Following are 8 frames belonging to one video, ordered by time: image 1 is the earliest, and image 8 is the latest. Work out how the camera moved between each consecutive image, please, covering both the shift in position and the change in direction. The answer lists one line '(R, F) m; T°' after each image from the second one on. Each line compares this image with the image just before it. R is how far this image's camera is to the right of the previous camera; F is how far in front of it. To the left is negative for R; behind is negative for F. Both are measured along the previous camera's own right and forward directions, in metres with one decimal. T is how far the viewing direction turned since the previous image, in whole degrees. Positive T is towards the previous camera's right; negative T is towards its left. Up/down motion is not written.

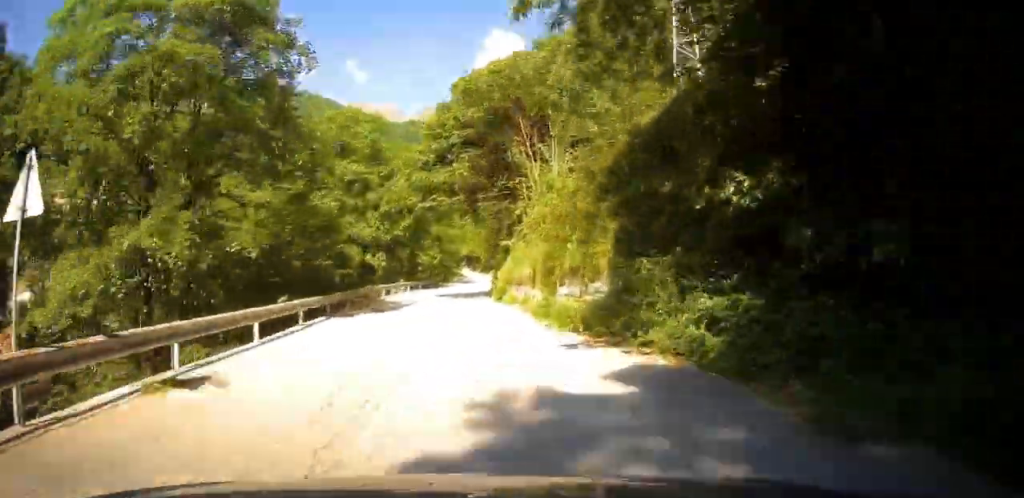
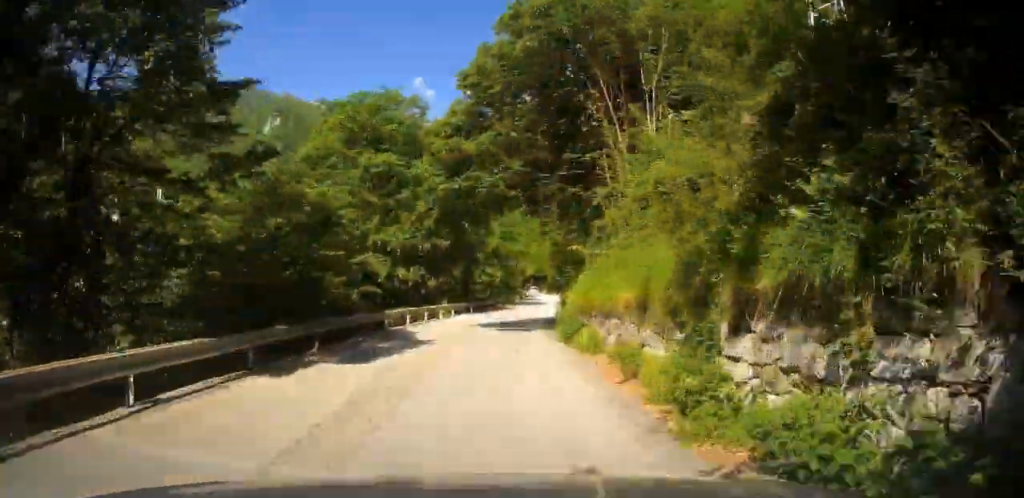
(-1.3, +10.5) m; -3°
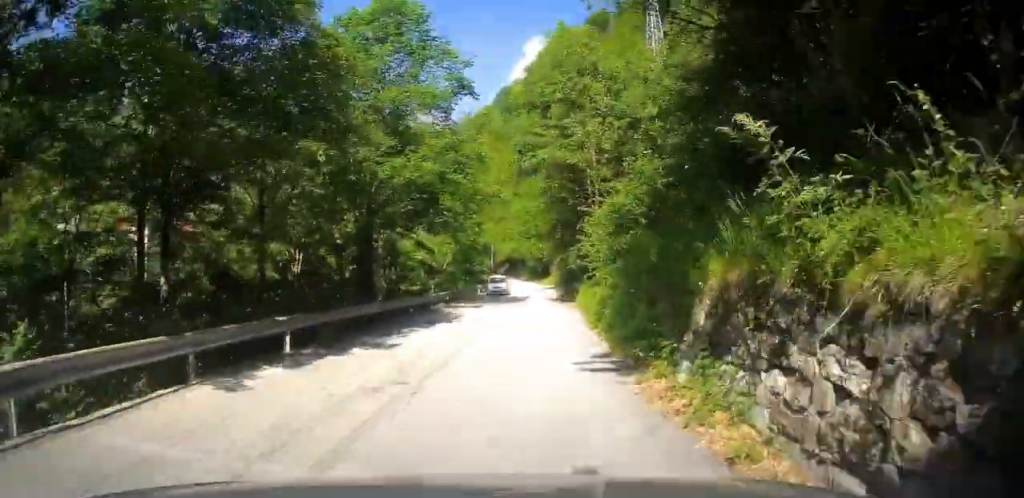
(-2.8, +35.6) m; -4°
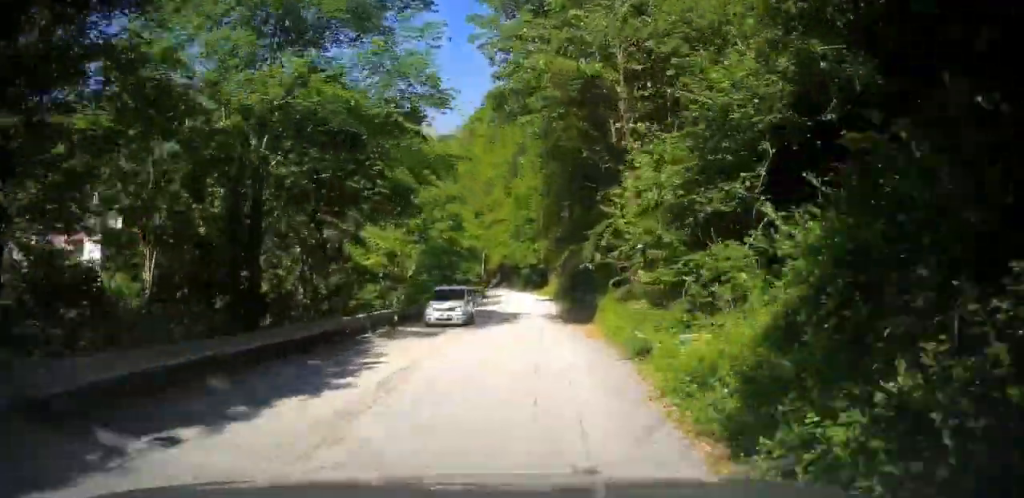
(+0.1, +13.3) m; 0°
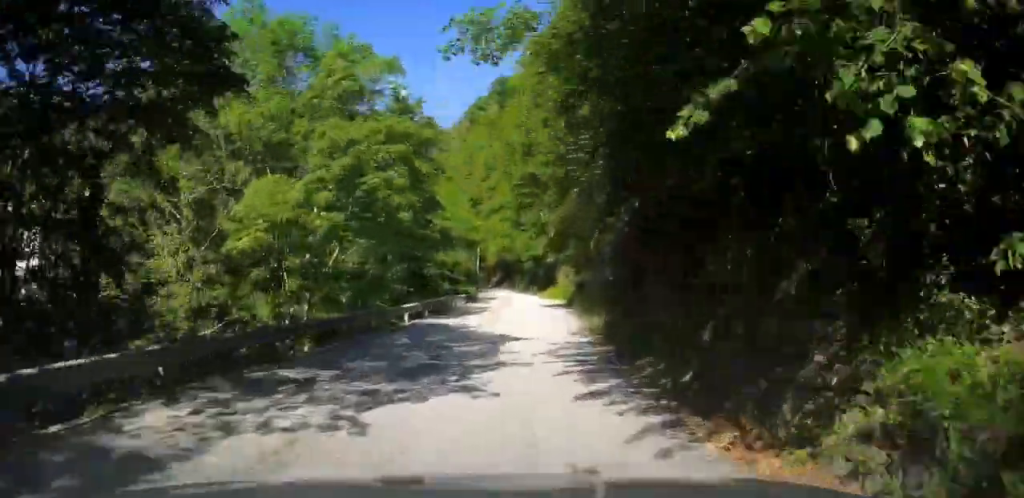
(+0.2, +17.0) m; +1°
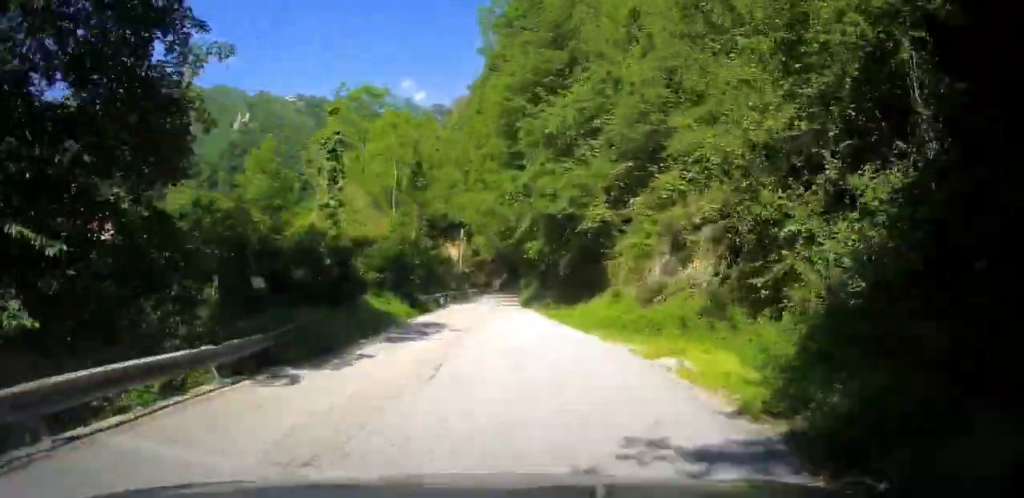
(-0.2, +33.6) m; -3°
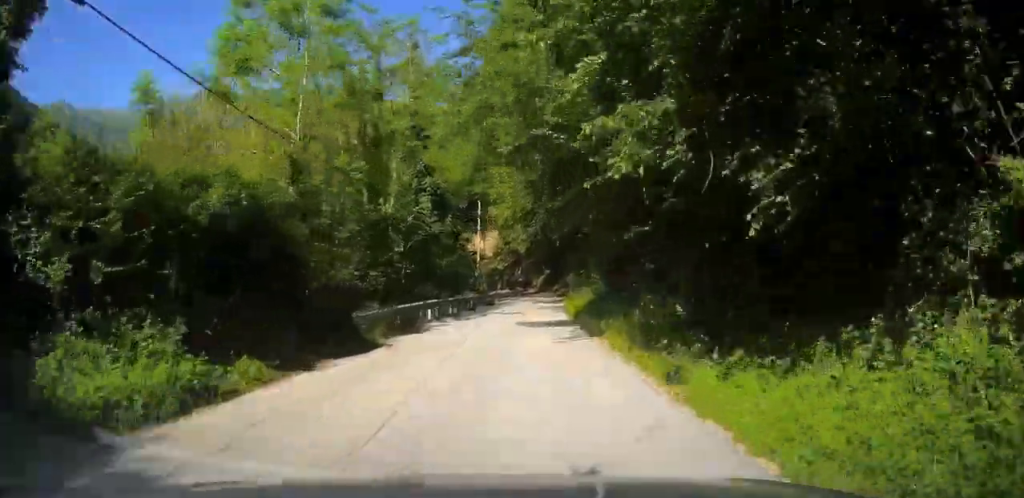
(+0.1, +15.6) m; -5°
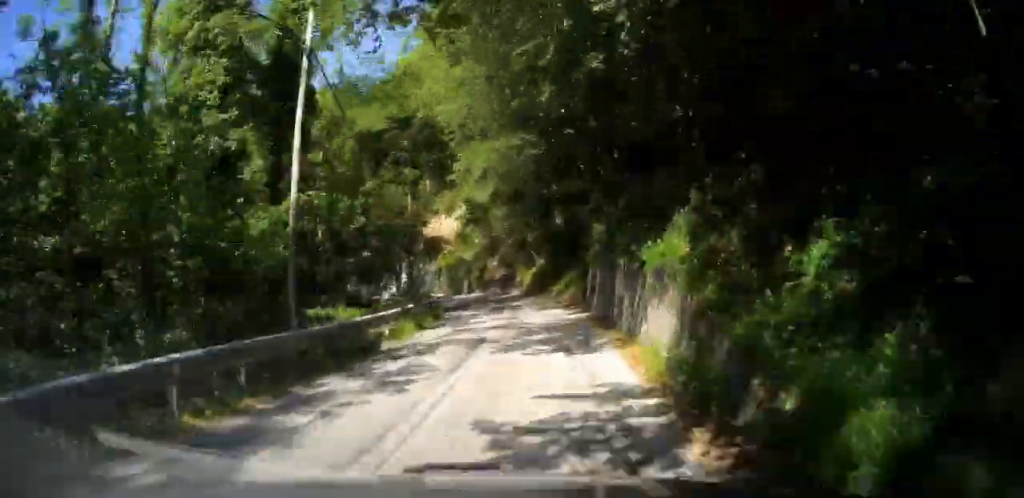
(-2.5, +23.3) m; -6°
